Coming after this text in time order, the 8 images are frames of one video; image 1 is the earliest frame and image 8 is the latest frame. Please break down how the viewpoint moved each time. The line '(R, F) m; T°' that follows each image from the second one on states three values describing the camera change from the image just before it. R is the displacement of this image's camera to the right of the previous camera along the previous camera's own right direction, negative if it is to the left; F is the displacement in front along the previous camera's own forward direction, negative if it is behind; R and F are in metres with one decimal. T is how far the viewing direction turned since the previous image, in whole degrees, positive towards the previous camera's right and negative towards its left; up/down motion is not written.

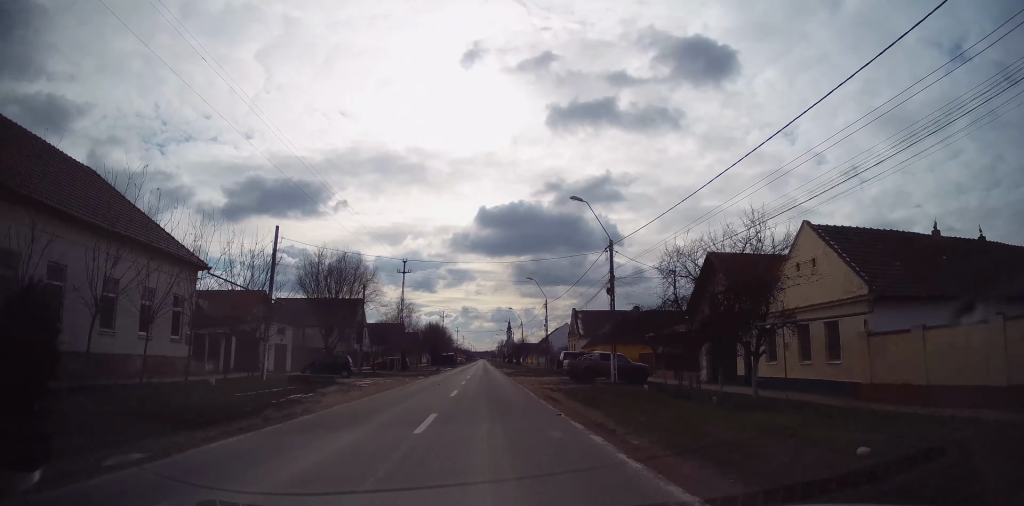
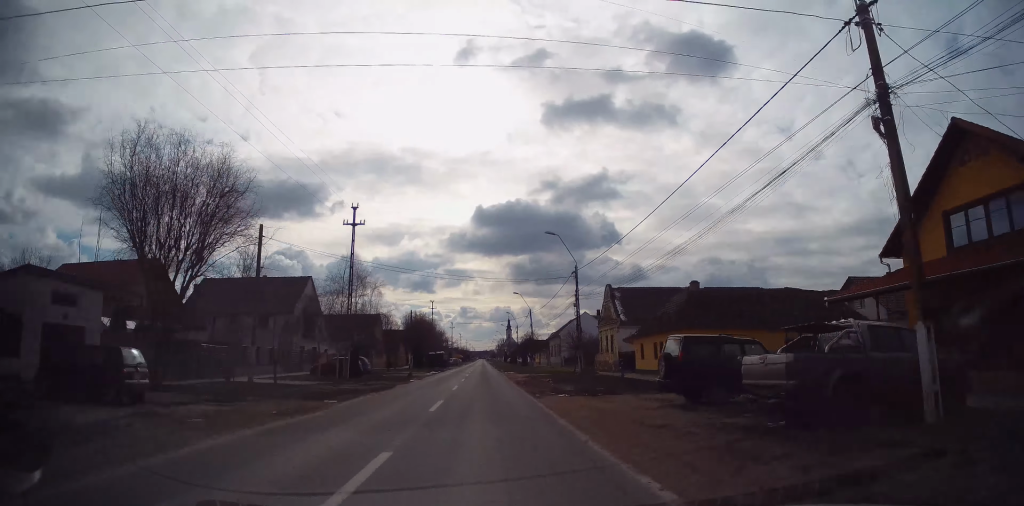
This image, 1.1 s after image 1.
(-0.2, +22.3) m; 0°
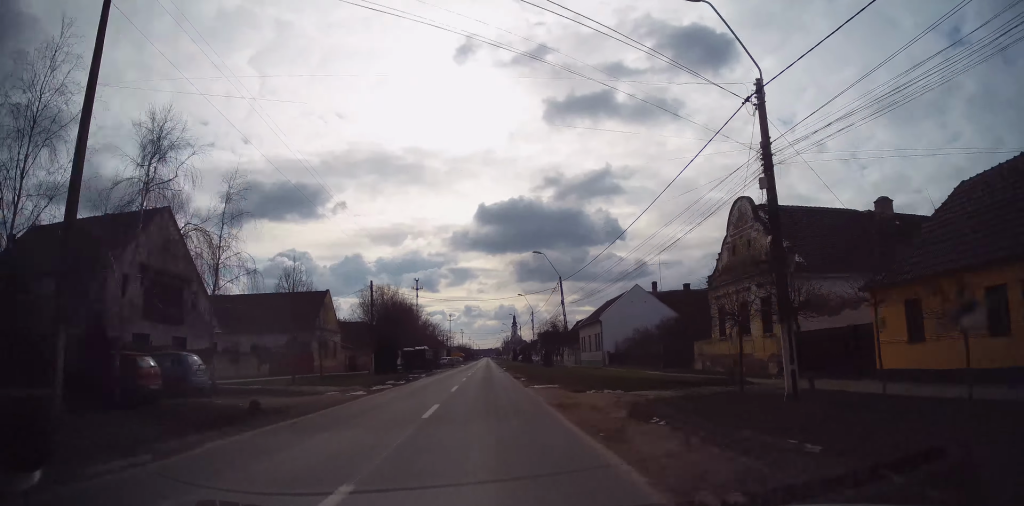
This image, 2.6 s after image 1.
(+0.5, +28.3) m; 0°
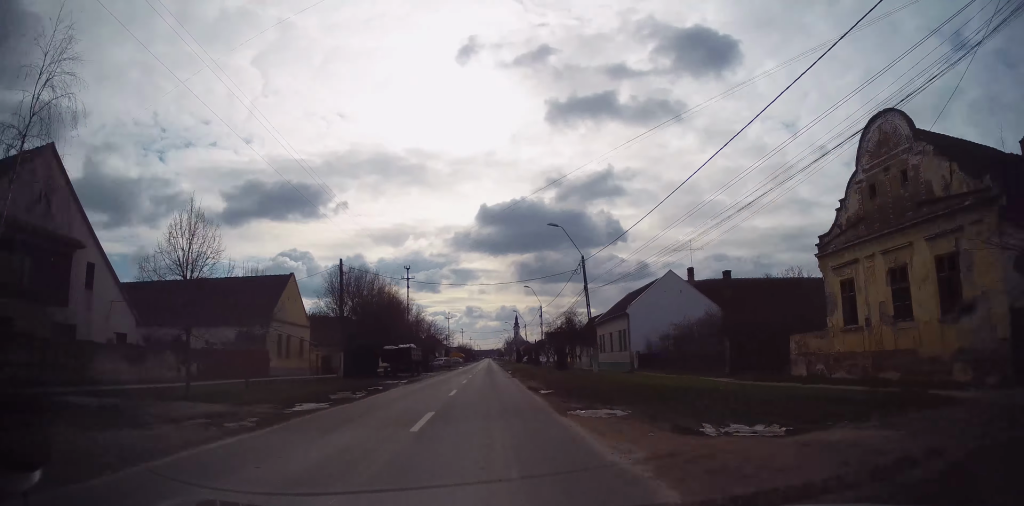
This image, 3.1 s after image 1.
(-0.3, +10.6) m; -1°
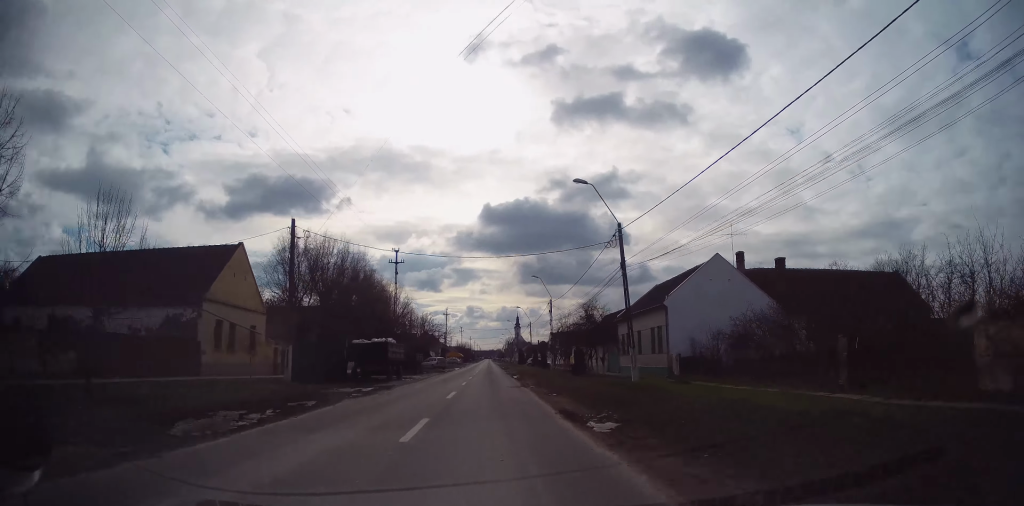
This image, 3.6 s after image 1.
(-0.1, +9.9) m; -1°
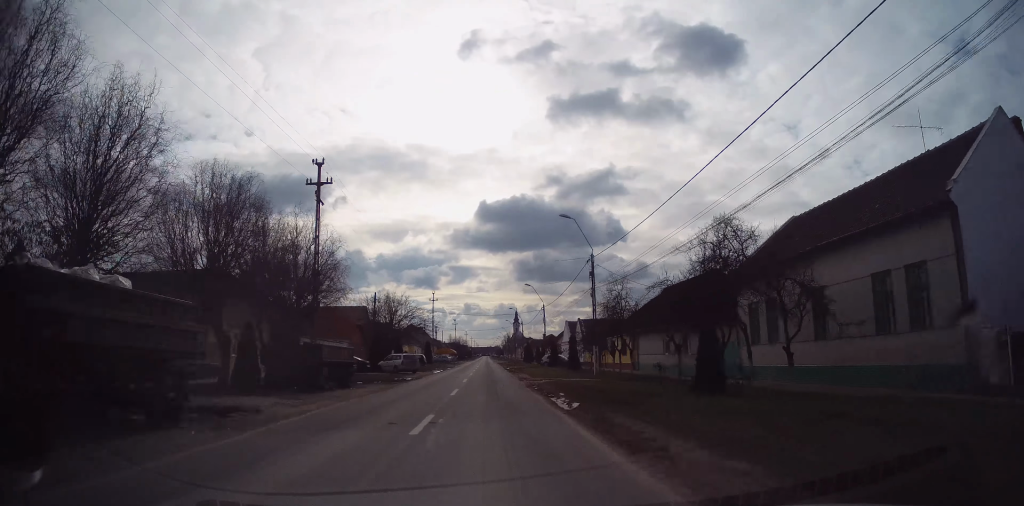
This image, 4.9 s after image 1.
(+0.2, +26.0) m; +1°
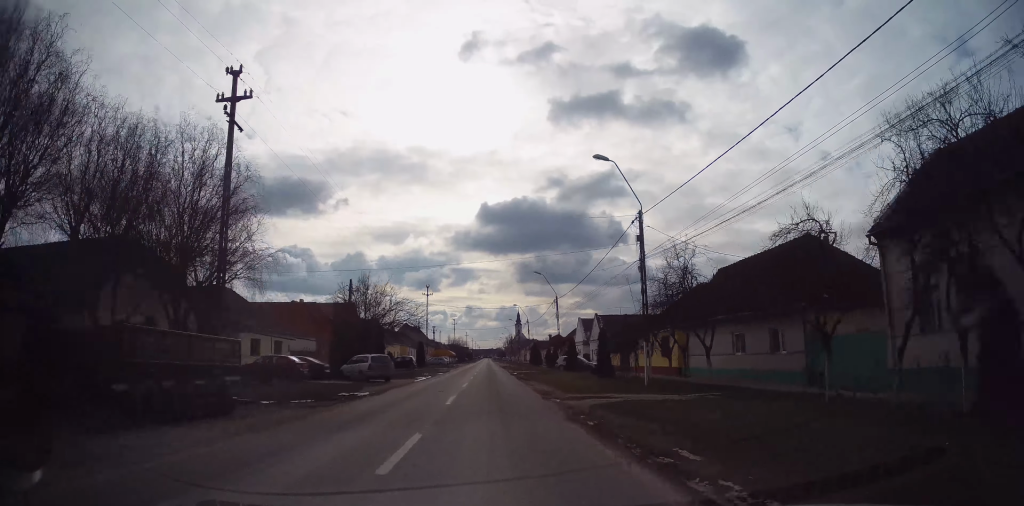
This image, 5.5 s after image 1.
(+0.1, +11.4) m; 0°
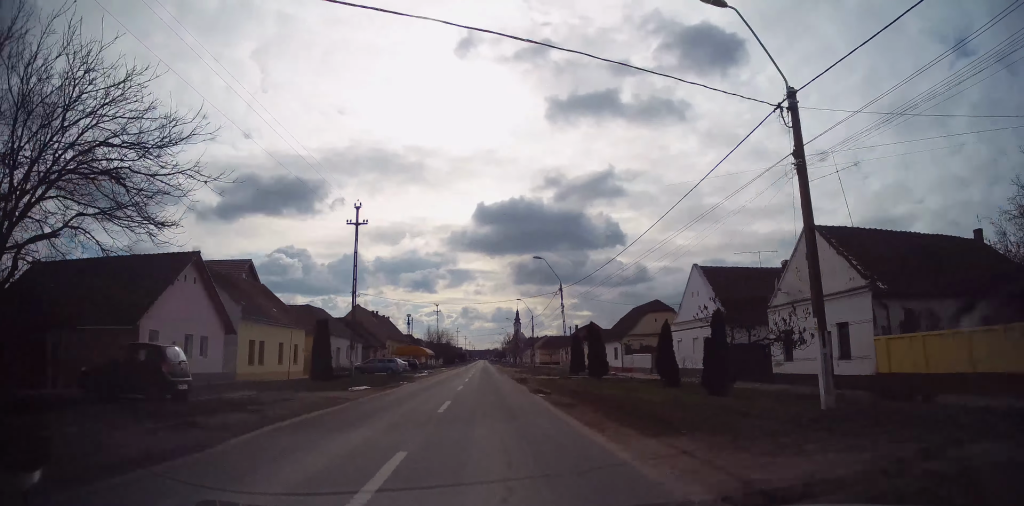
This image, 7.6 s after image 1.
(+0.2, +44.5) m; +1°
